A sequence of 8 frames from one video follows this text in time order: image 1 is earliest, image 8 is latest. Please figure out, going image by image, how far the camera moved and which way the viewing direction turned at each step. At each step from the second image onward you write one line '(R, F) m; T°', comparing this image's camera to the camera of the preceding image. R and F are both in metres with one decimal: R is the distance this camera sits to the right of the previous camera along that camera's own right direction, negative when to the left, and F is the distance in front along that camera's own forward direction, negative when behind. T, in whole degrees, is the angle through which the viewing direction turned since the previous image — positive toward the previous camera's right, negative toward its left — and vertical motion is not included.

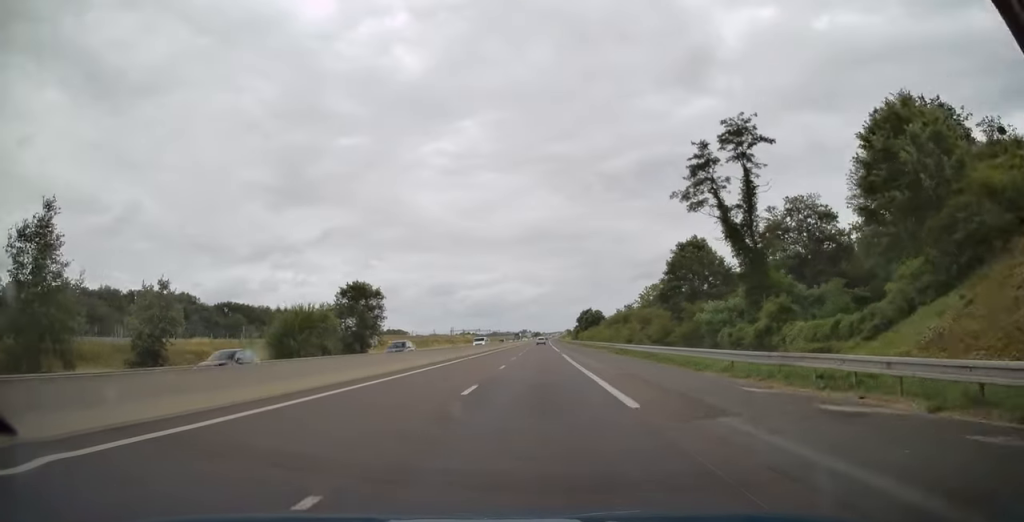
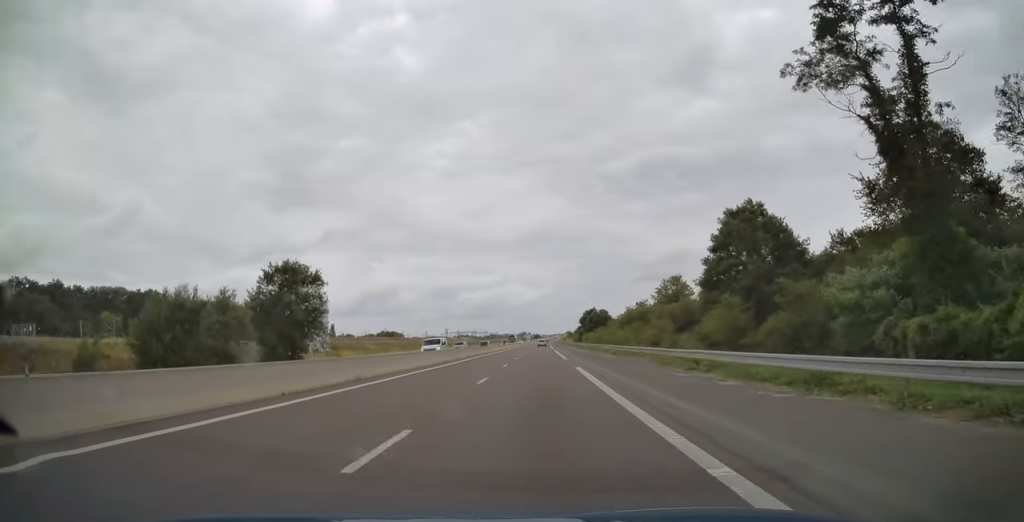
(-0.1, +22.1) m; 0°
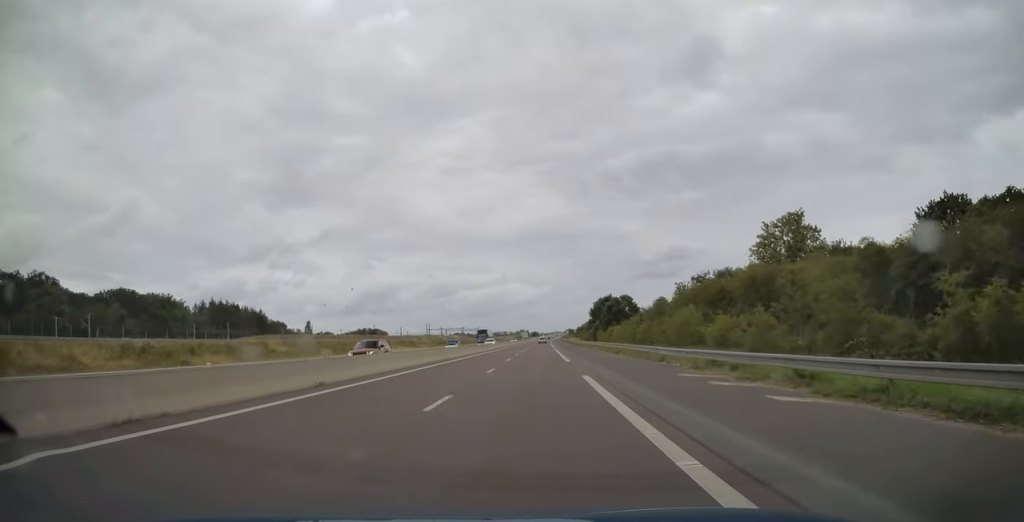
(0.0, +59.8) m; 0°
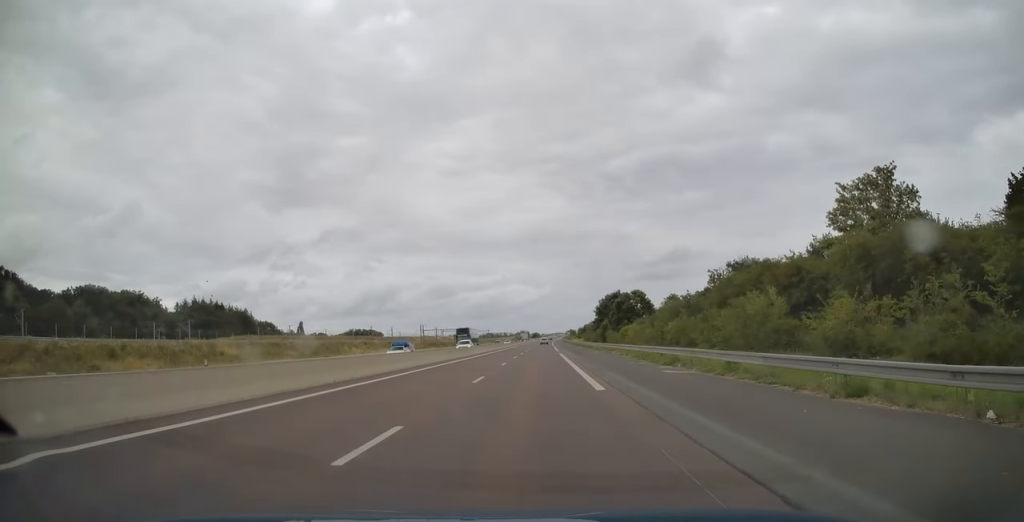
(0.0, +18.3) m; 0°
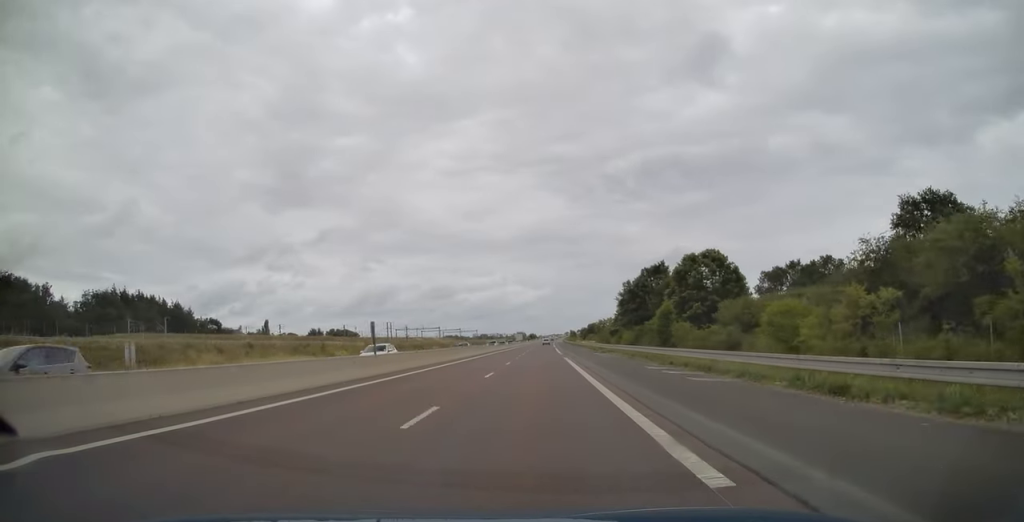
(+0.1, +62.5) m; 0°
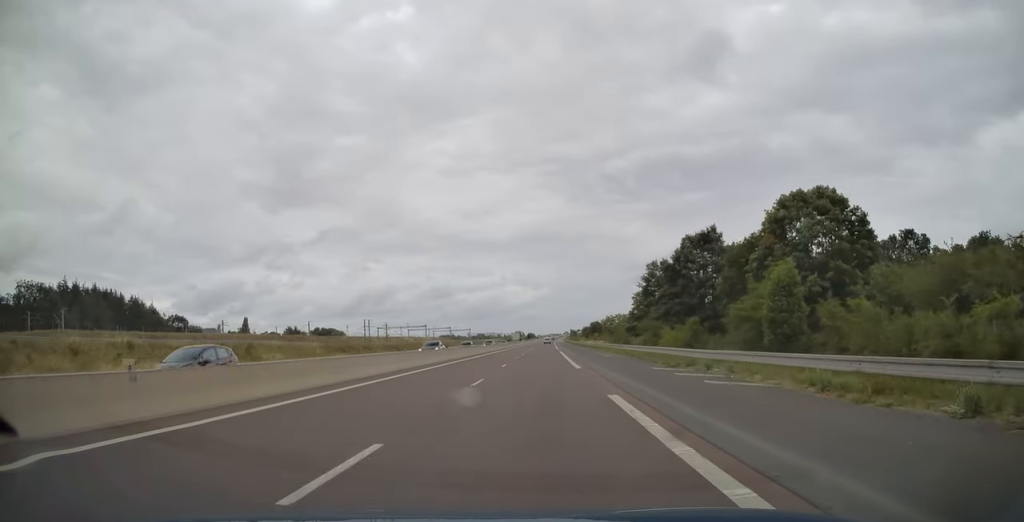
(0.0, +30.7) m; 0°
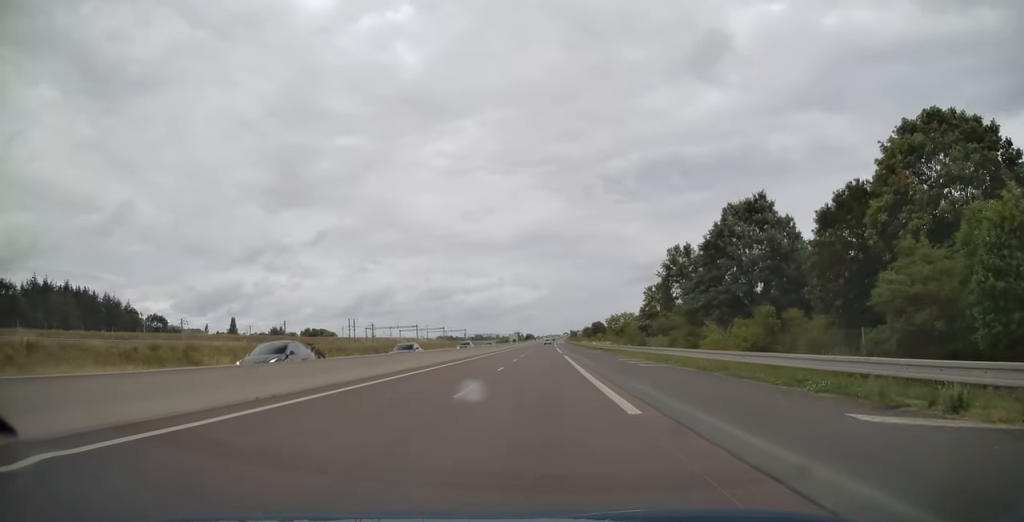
(0.0, +16.7) m; 0°
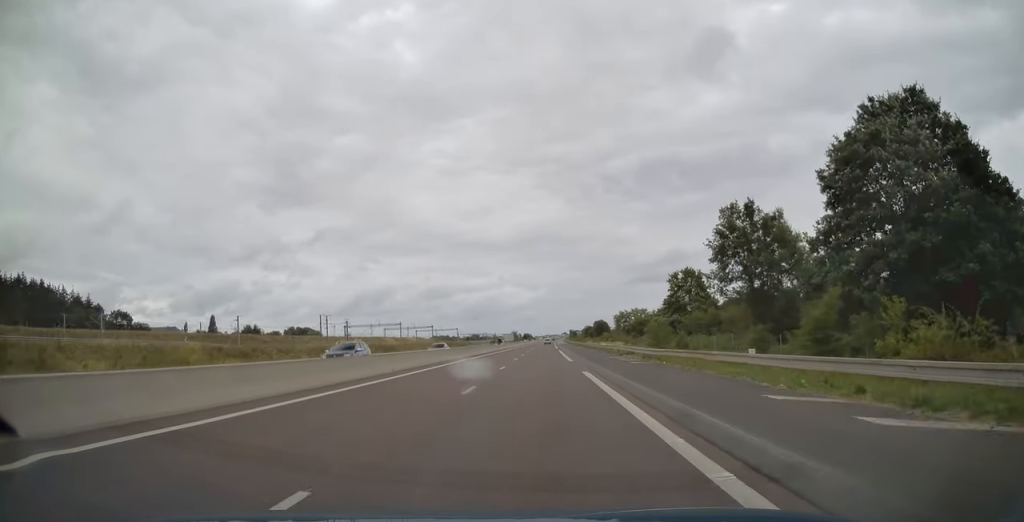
(0.0, +25.3) m; 0°
